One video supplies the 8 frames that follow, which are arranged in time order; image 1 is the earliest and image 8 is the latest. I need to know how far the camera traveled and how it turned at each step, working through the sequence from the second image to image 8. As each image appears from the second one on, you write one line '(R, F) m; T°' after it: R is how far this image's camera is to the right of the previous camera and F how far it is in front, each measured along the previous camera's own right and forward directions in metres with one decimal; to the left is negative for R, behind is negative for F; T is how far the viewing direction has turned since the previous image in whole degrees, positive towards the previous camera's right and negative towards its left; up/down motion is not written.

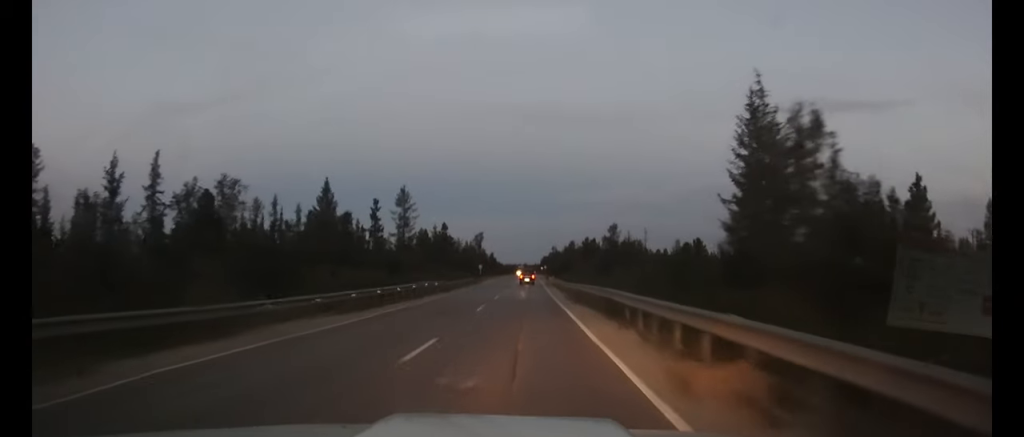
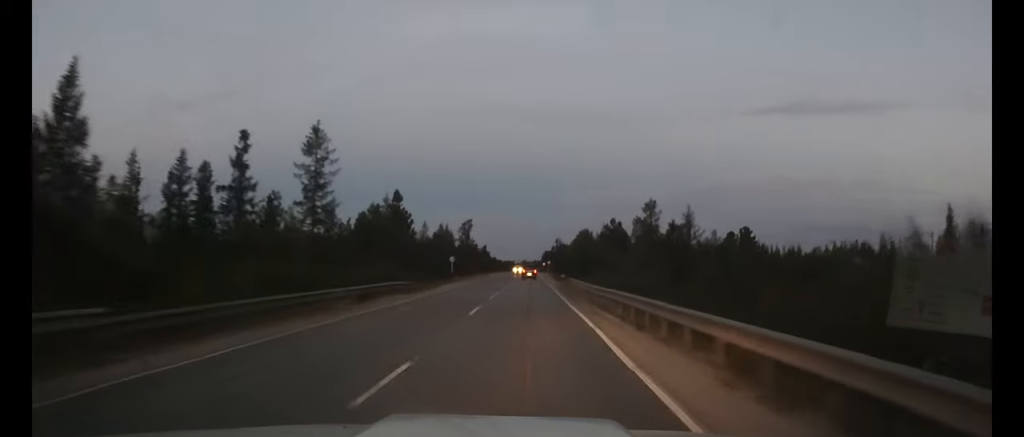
(+0.3, +38.2) m; 0°
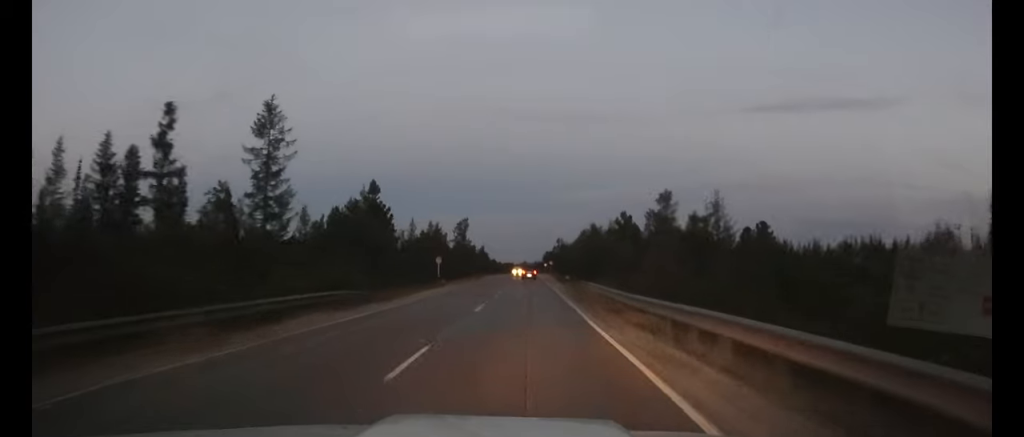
(0.0, +9.9) m; 0°
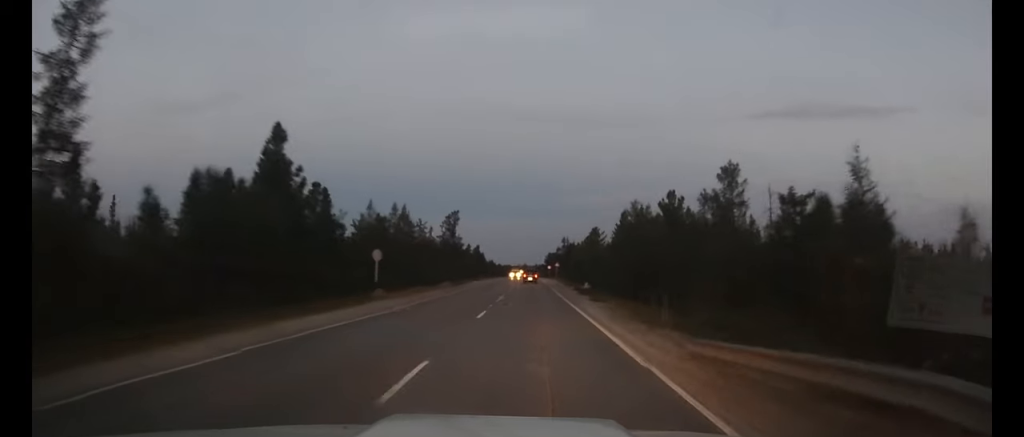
(0.0, +24.6) m; 0°
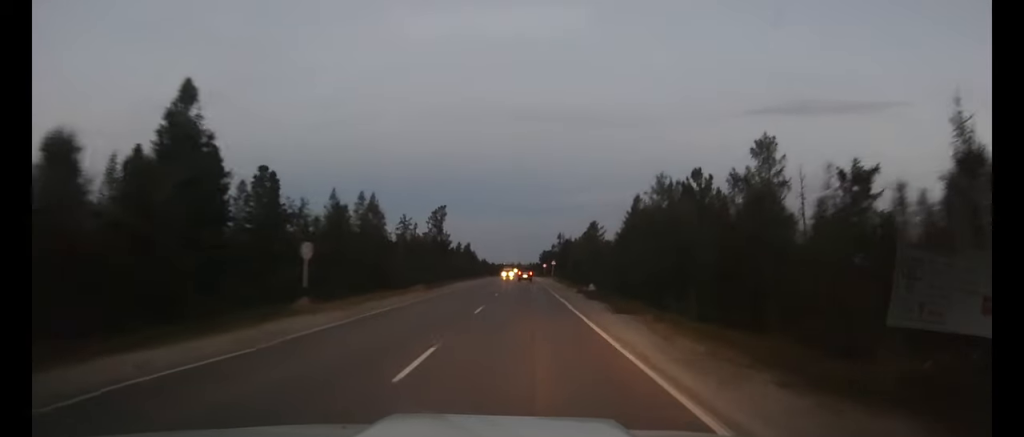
(-0.1, +10.5) m; 0°
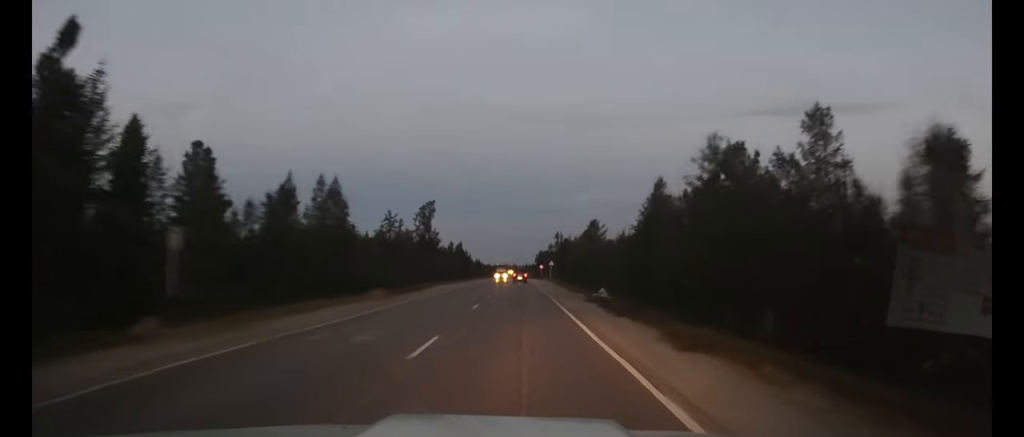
(+0.1, +10.0) m; 0°
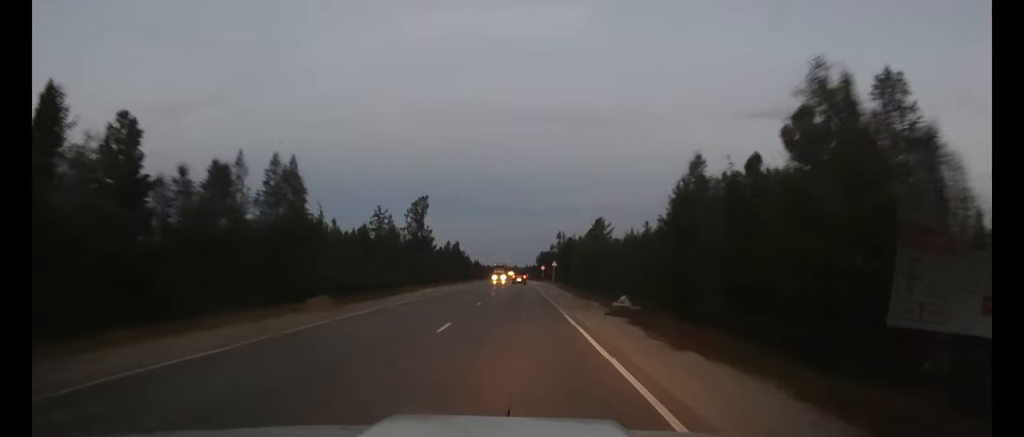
(0.0, +8.8) m; 0°
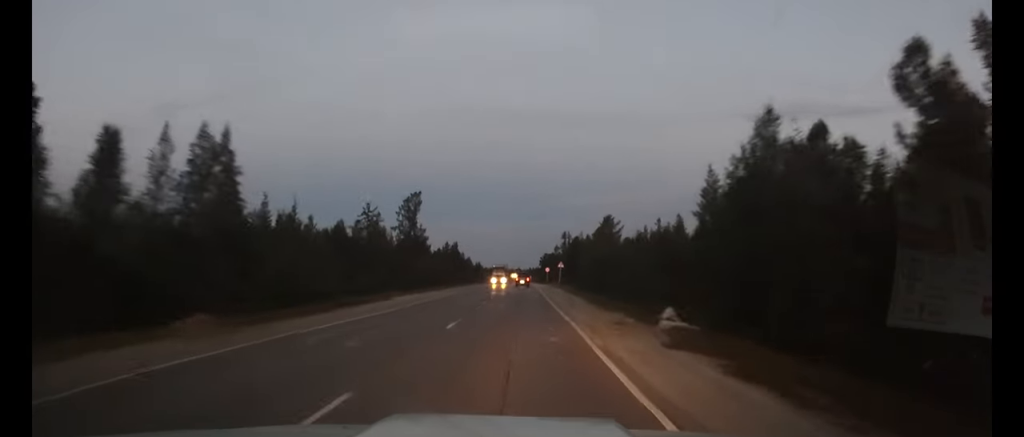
(0.0, +9.4) m; 0°
